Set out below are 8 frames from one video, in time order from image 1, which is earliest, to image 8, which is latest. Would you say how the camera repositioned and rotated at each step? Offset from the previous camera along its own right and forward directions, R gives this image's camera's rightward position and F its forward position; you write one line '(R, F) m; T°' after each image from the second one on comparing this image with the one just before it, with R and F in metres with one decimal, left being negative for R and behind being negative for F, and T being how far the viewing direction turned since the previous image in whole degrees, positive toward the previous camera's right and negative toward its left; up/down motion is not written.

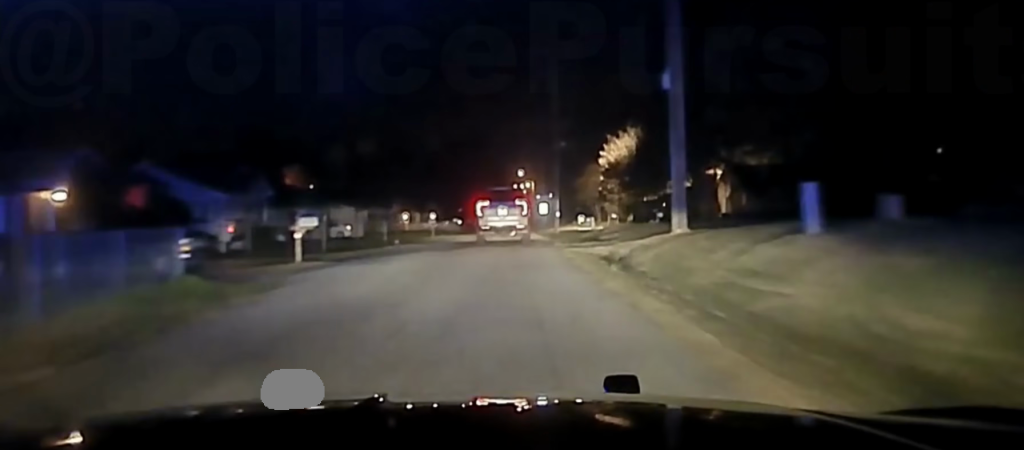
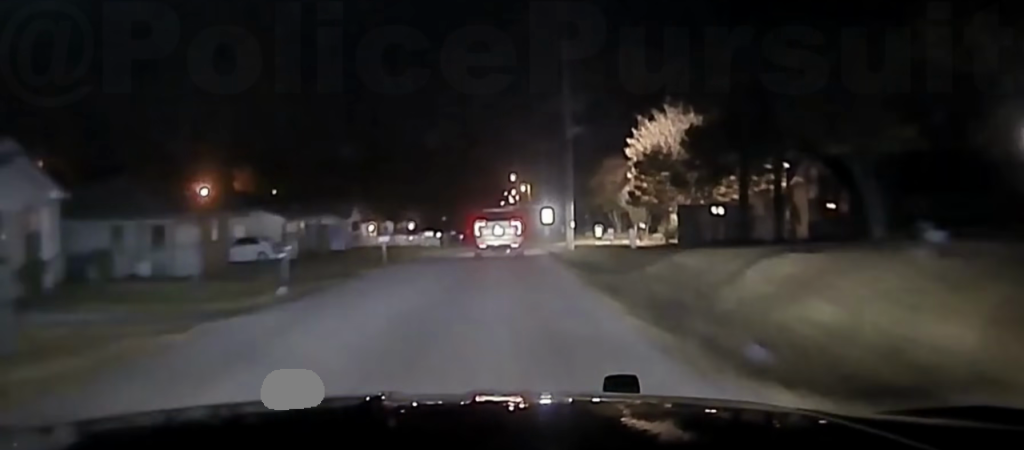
(+0.7, +27.0) m; +1°
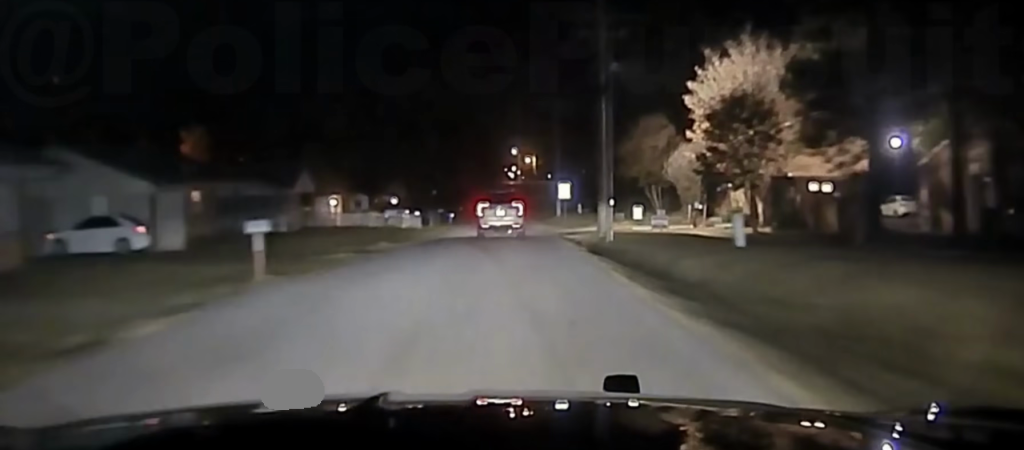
(0.0, +23.5) m; 0°
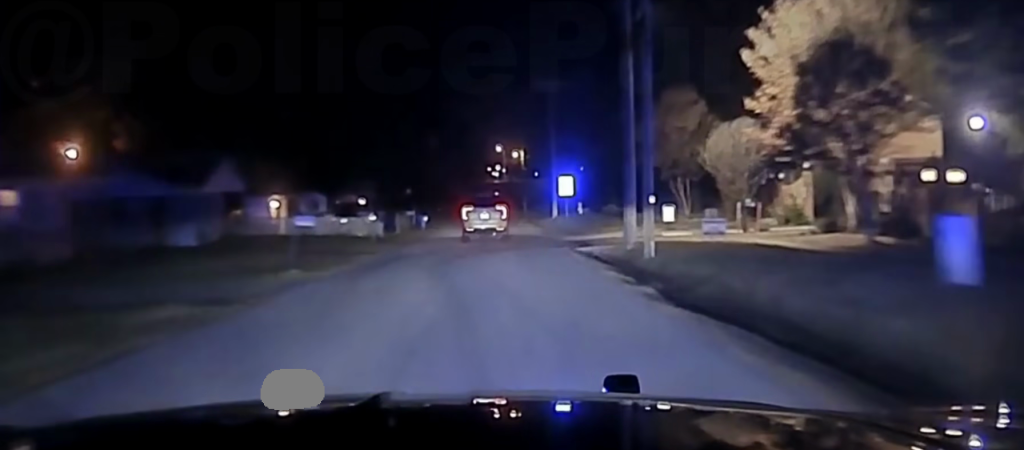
(0.0, +16.1) m; 0°
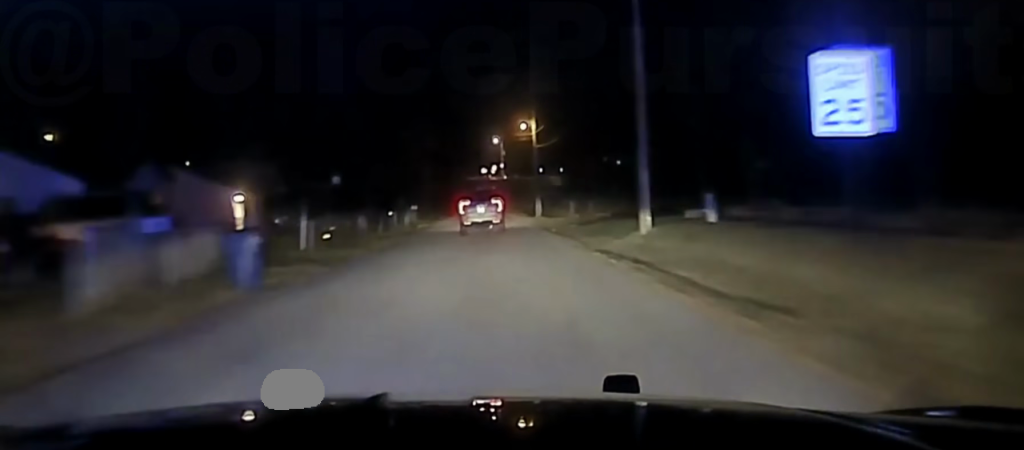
(-0.3, +48.6) m; -1°
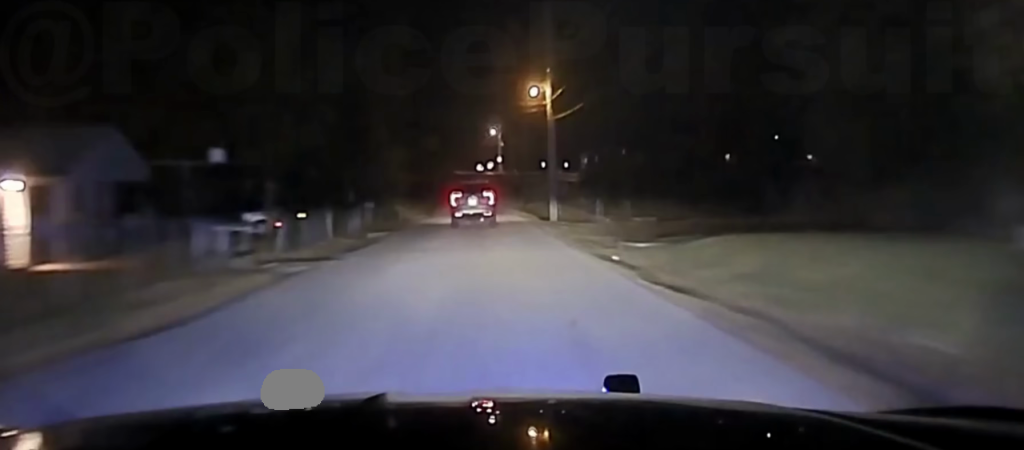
(-0.3, +25.9) m; -1°
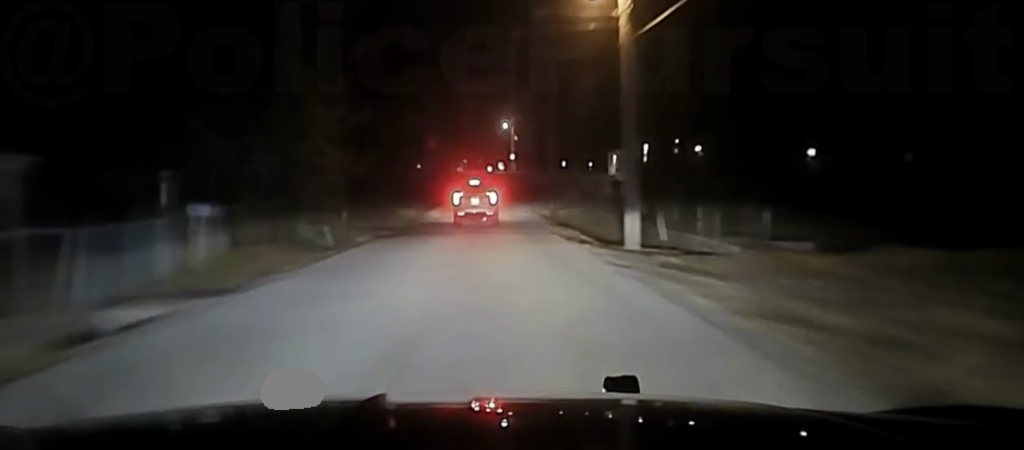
(0.0, +30.5) m; +1°
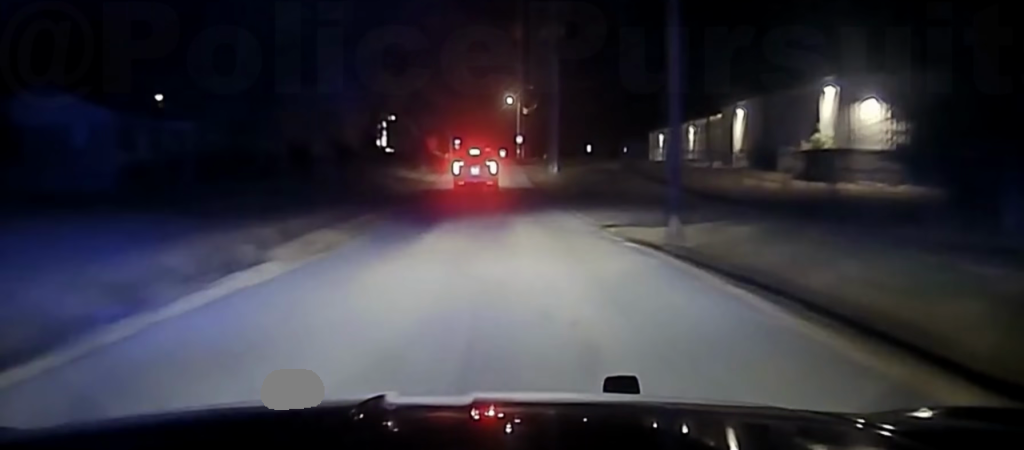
(+0.7, +45.7) m; +1°
